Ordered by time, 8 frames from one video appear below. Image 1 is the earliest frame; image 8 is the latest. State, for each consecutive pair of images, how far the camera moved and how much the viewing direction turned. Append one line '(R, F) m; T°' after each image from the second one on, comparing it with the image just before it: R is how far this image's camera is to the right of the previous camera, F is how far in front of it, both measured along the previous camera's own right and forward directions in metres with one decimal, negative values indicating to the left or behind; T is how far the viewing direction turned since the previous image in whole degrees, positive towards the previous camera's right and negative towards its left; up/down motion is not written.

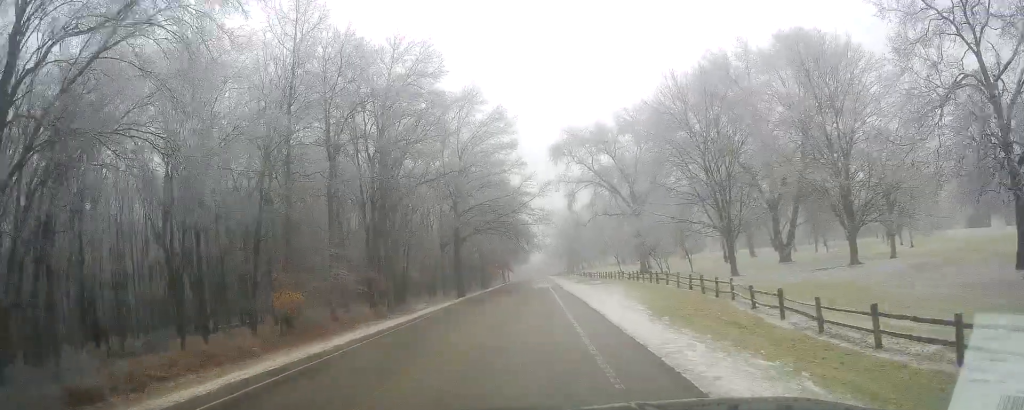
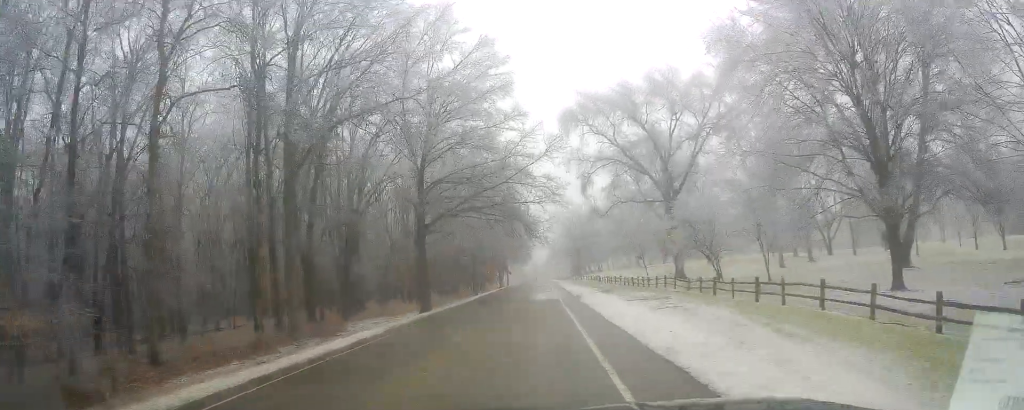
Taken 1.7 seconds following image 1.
(-0.7, +21.7) m; -4°
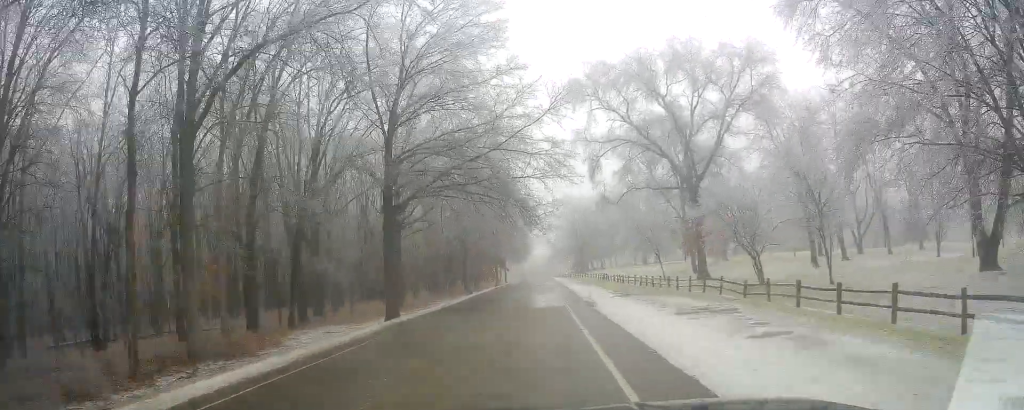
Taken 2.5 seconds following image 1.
(-0.2, +10.3) m; 0°
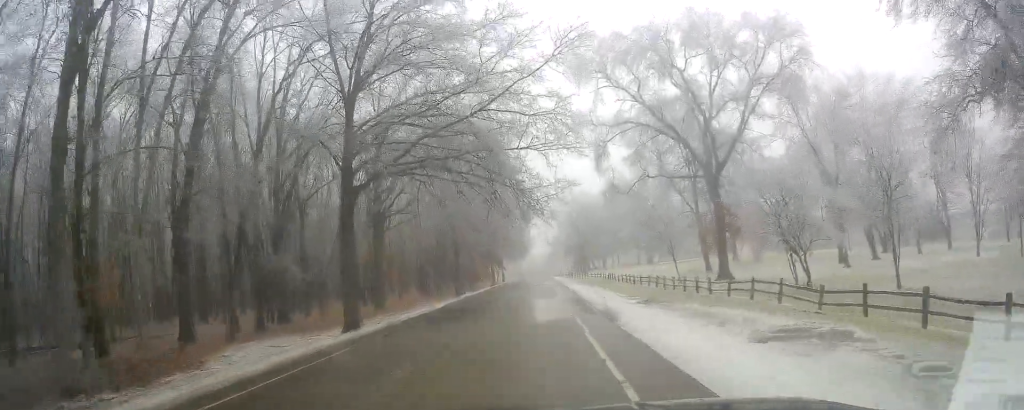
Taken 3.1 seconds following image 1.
(+0.3, +7.7) m; +1°
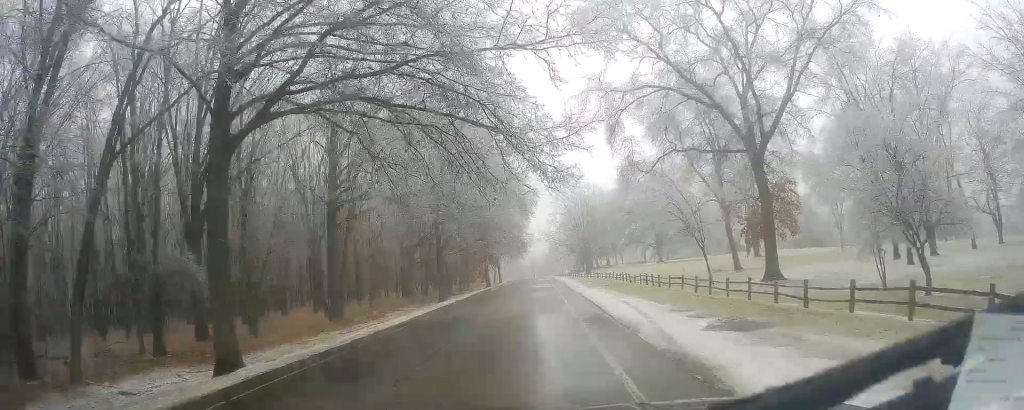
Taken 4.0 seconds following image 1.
(-0.2, +11.8) m; 0°
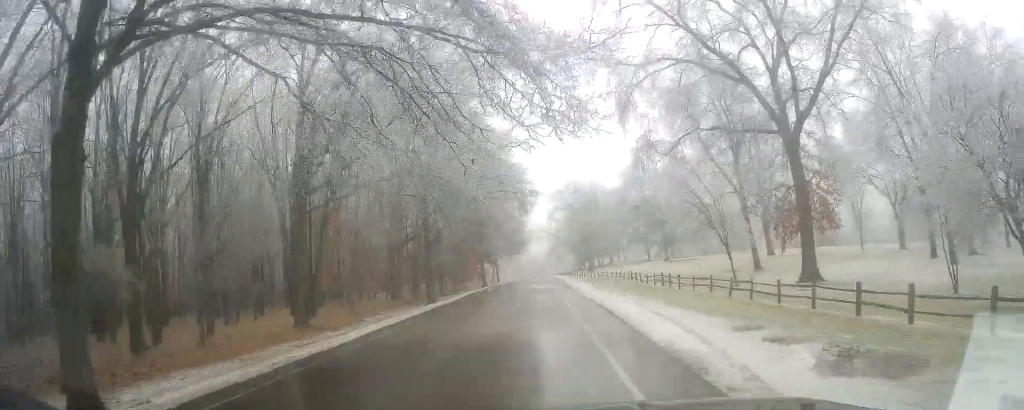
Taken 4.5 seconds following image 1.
(0.0, +6.3) m; 0°
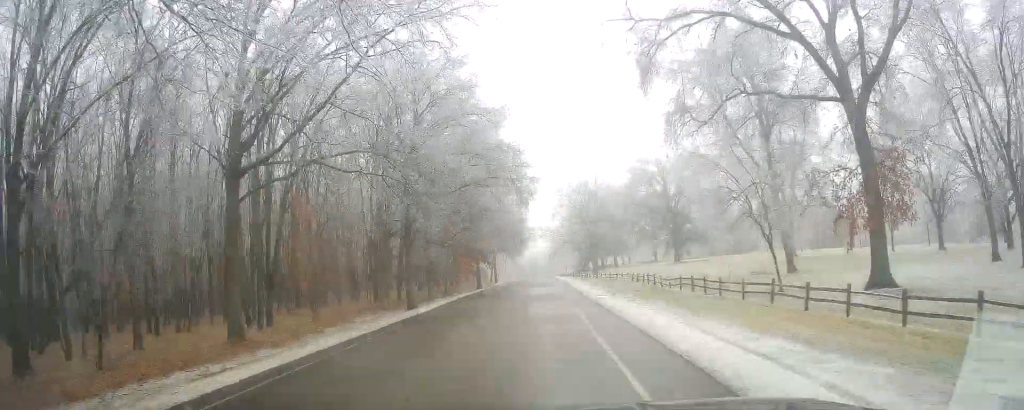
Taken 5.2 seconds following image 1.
(+0.3, +8.3) m; 0°
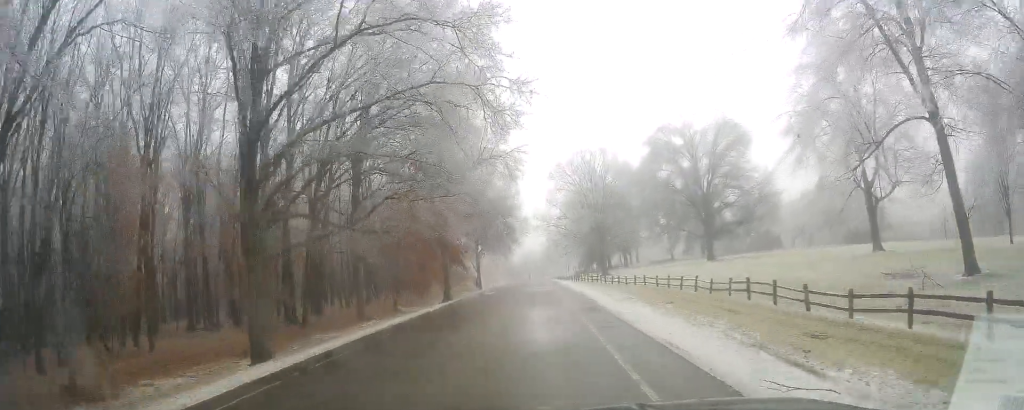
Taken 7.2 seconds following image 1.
(-1.7, +24.4) m; -2°
